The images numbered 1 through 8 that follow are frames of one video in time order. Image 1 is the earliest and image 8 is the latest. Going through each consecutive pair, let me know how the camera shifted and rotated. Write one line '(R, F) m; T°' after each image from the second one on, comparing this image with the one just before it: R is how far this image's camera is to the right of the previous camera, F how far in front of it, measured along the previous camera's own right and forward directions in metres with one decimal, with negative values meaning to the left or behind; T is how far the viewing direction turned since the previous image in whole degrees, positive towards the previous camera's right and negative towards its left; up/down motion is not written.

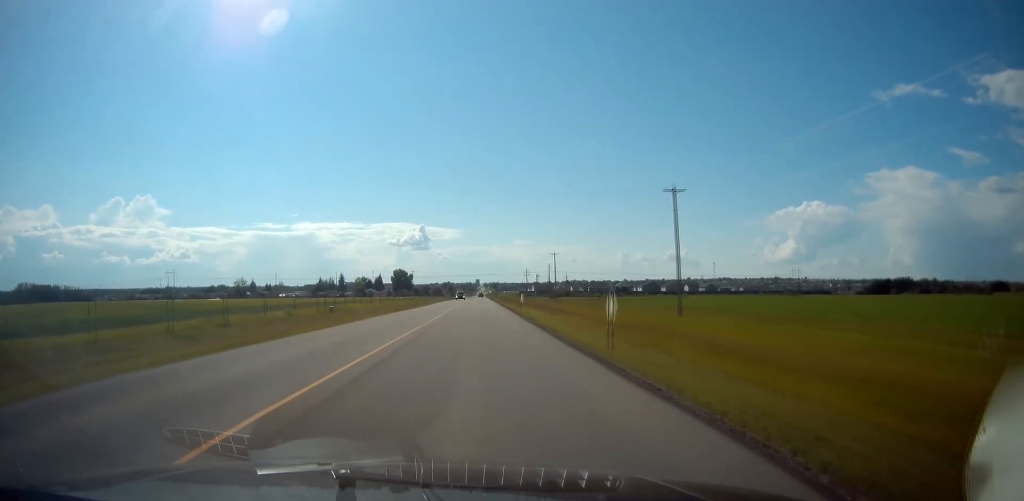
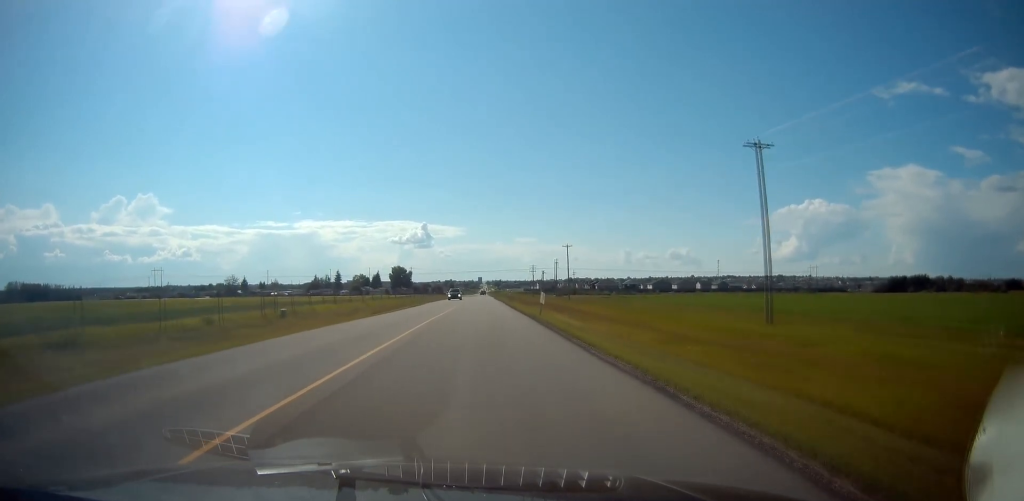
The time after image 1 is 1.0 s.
(0.0, +16.7) m; 0°
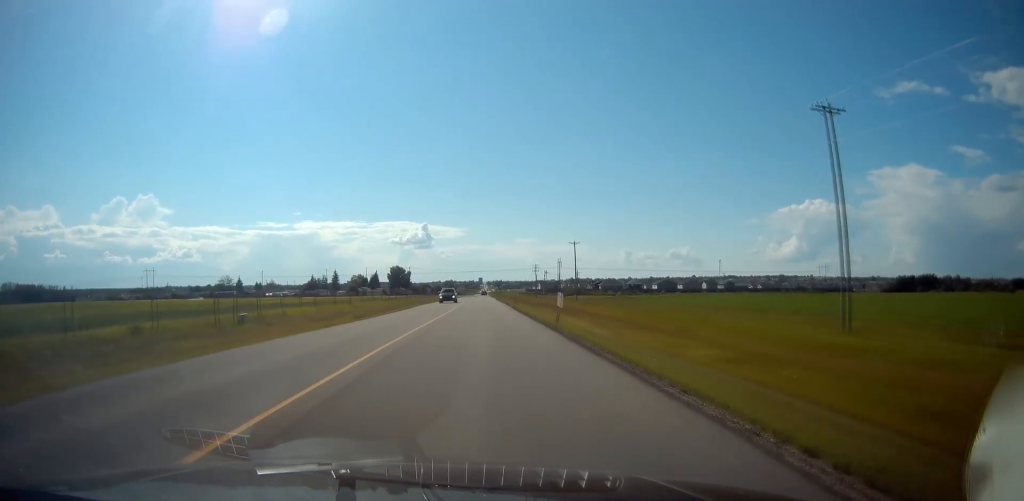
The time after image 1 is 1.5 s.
(0.0, +8.6) m; 0°
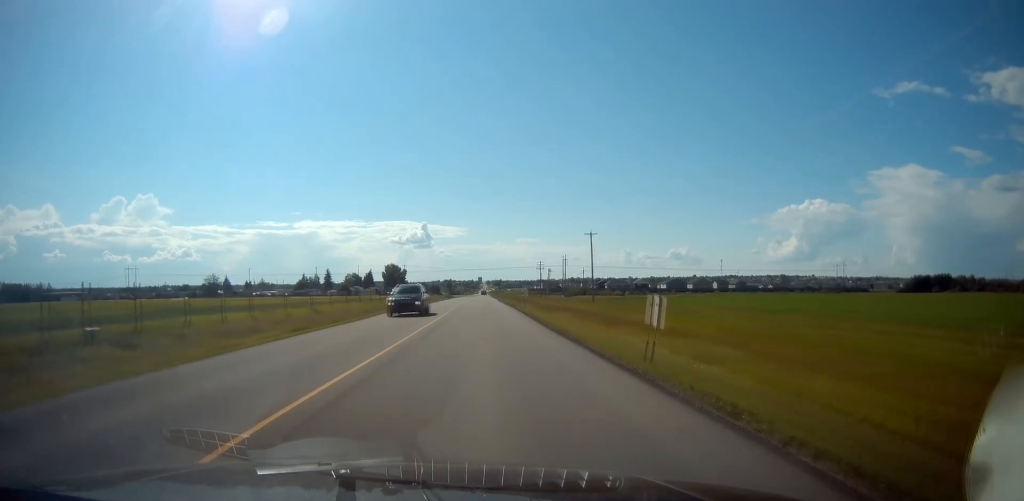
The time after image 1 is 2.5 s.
(0.0, +17.0) m; 0°
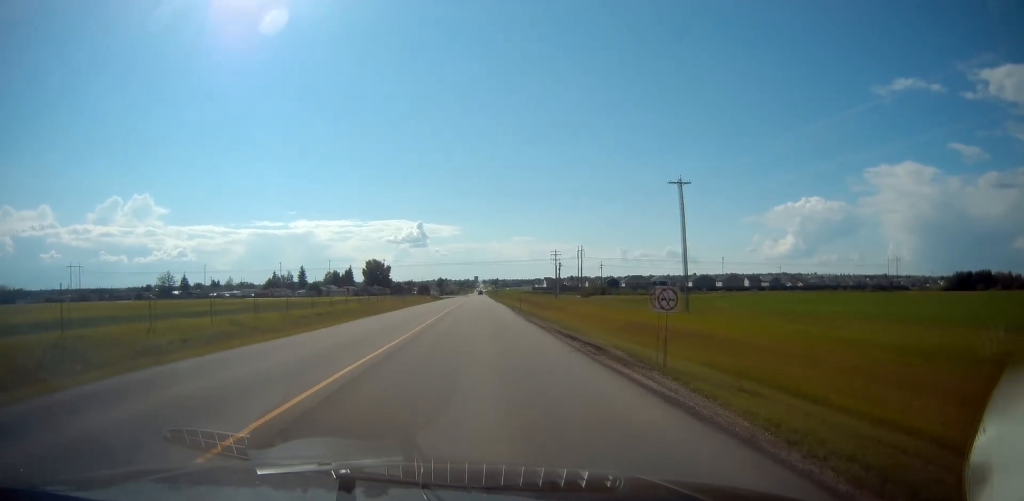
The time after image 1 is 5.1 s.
(0.0, +44.0) m; 0°
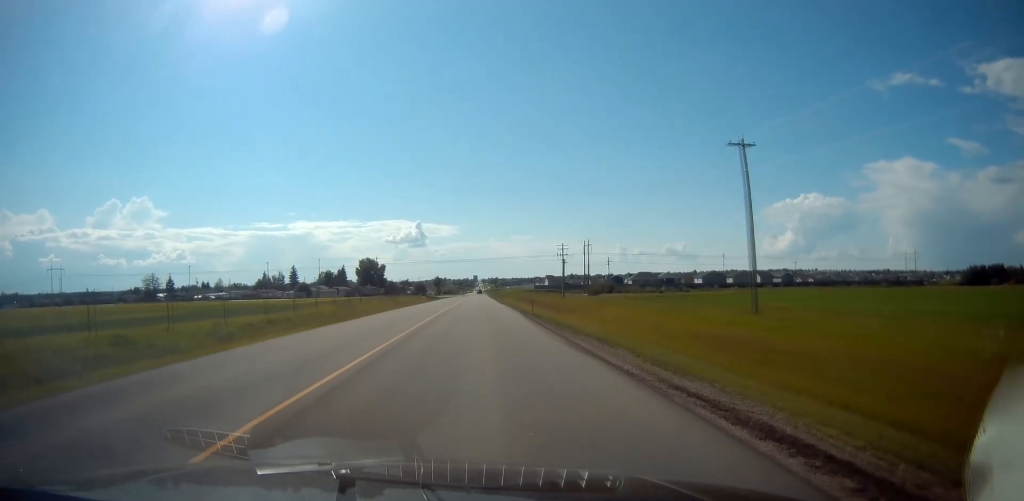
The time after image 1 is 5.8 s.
(0.0, +13.1) m; 0°
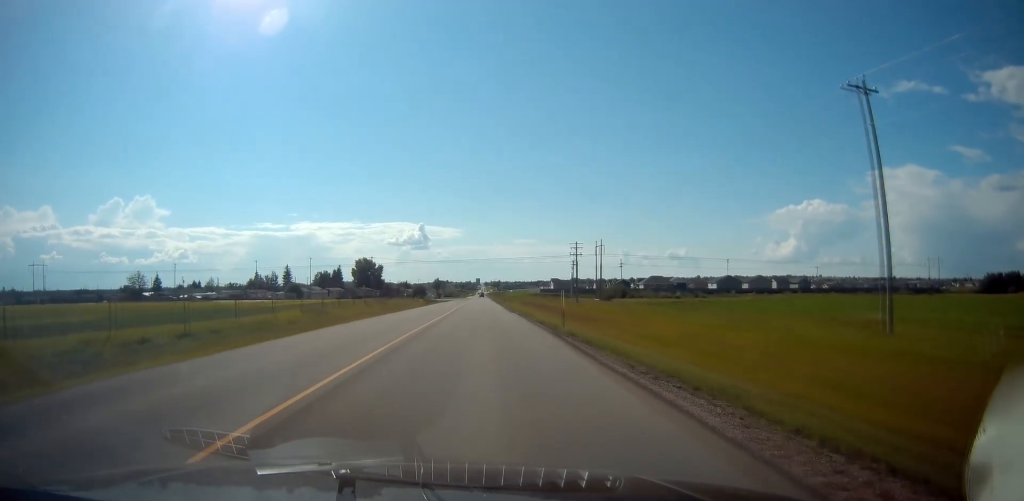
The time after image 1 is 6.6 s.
(0.0, +13.7) m; 0°
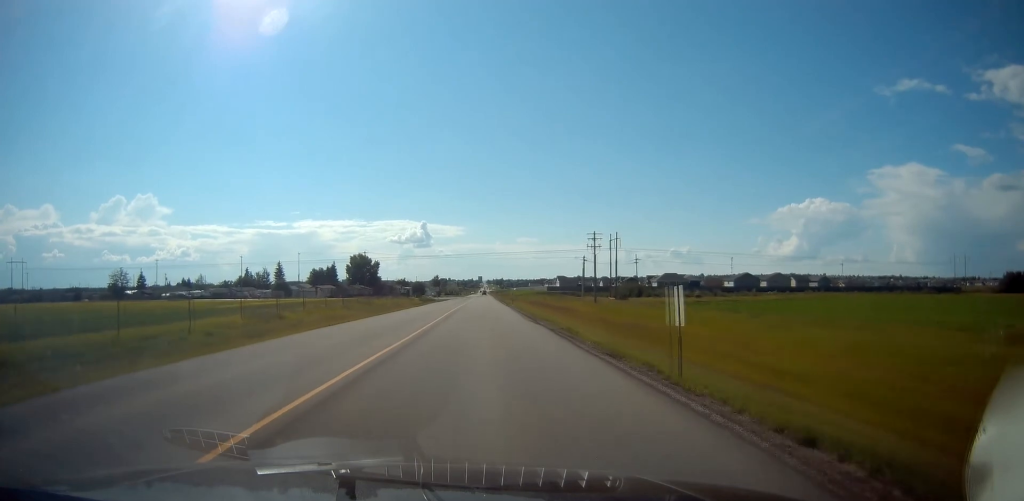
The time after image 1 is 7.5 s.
(0.0, +14.9) m; 0°
